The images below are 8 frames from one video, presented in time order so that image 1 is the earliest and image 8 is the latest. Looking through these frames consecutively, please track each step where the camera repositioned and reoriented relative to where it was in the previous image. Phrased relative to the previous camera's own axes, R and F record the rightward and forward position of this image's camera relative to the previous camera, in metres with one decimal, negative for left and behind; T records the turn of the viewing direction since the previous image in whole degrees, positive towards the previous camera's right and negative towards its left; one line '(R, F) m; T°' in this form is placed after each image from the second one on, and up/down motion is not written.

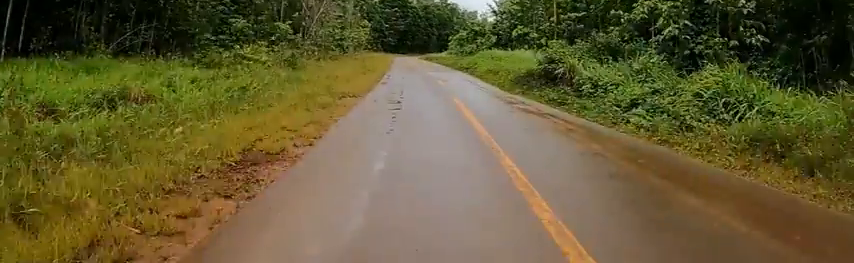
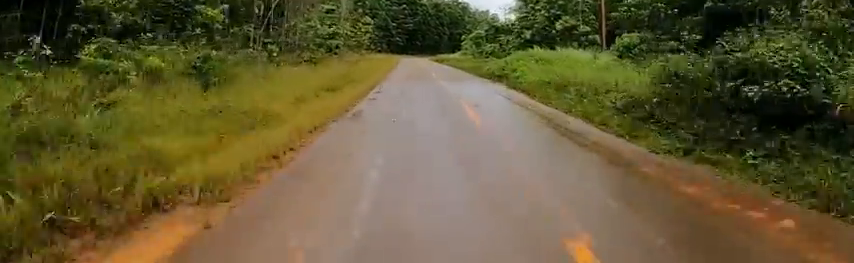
(-0.3, +9.3) m; -1°
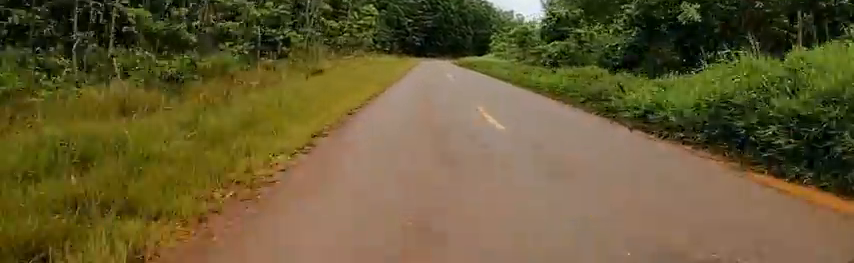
(0.0, +16.4) m; +9°
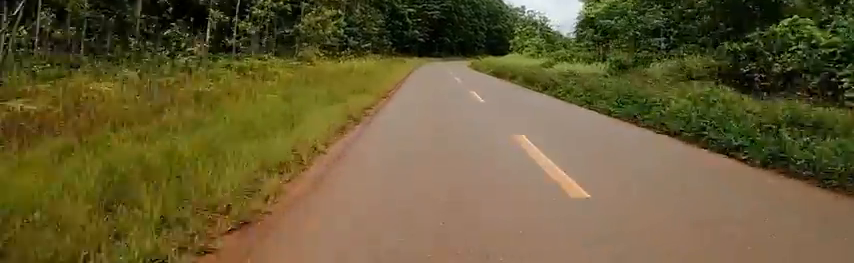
(+0.2, +15.5) m; -9°
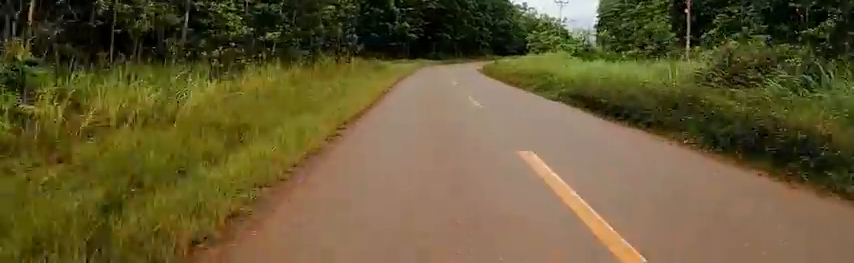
(-1.7, +20.6) m; 0°
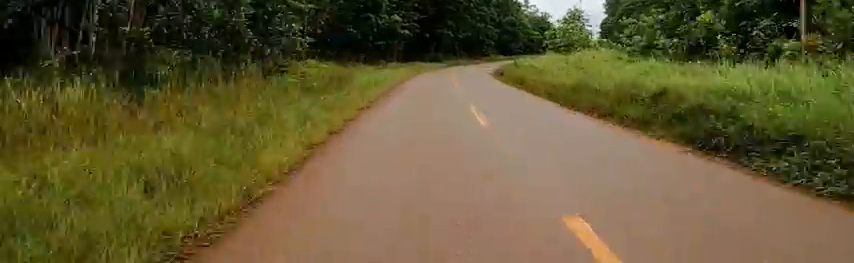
(+1.0, +11.0) m; +5°
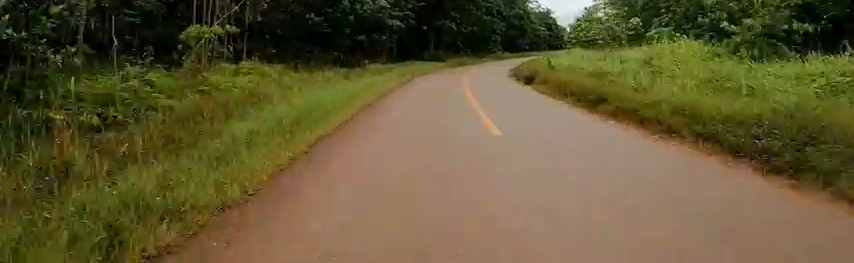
(+0.4, +9.9) m; +4°
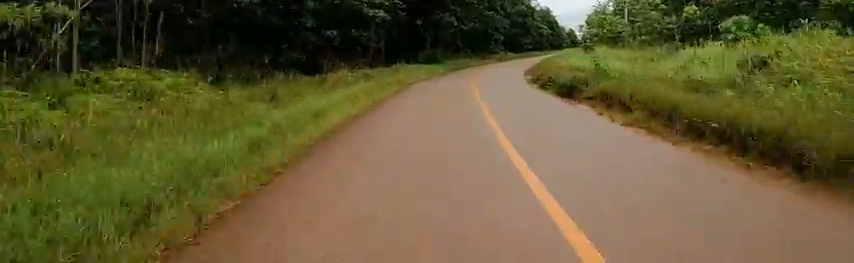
(-0.2, +7.9) m; +3°
